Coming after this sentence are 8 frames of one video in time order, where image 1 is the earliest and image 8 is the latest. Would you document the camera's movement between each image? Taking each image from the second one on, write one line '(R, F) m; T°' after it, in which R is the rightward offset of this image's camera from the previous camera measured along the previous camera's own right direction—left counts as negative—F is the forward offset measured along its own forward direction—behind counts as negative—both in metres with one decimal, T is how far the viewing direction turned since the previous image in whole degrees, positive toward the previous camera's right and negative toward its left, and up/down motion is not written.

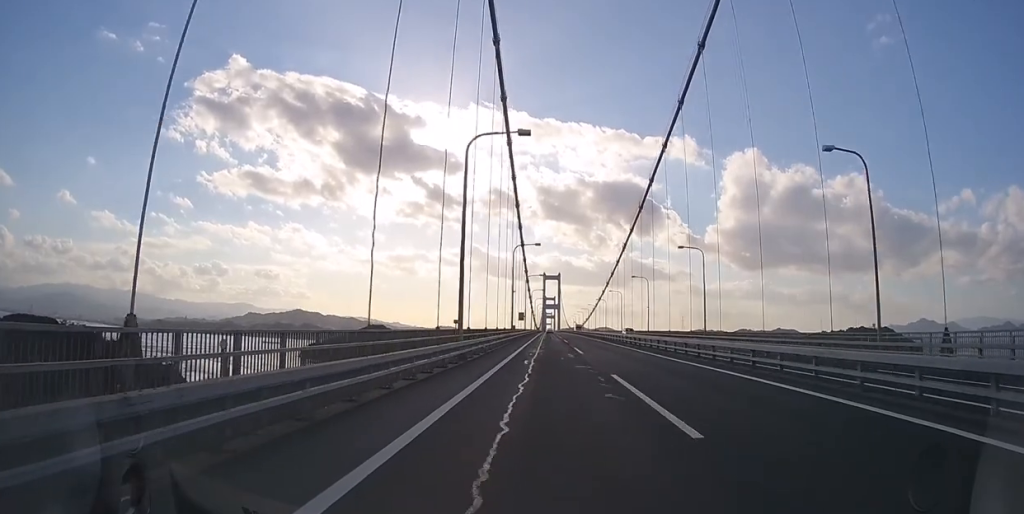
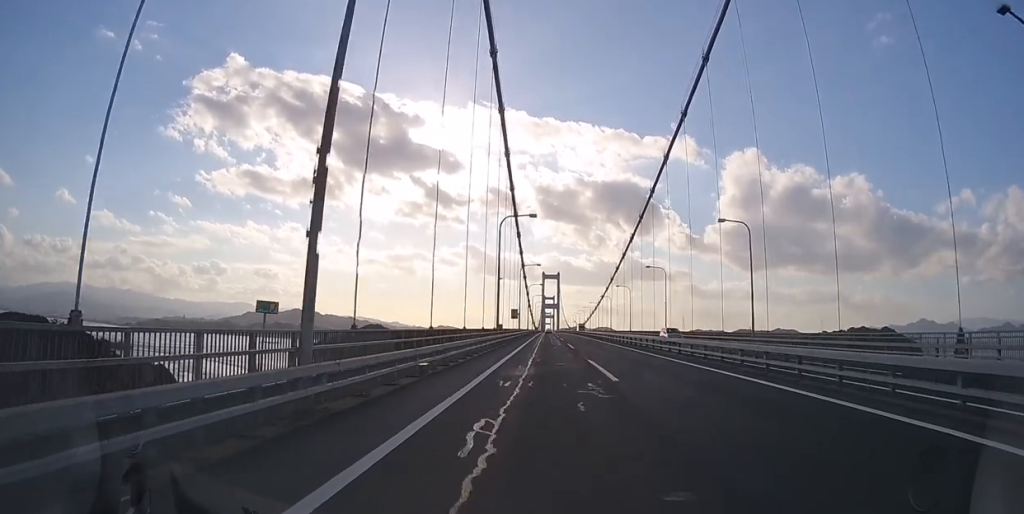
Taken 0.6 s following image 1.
(0.0, +13.4) m; 0°
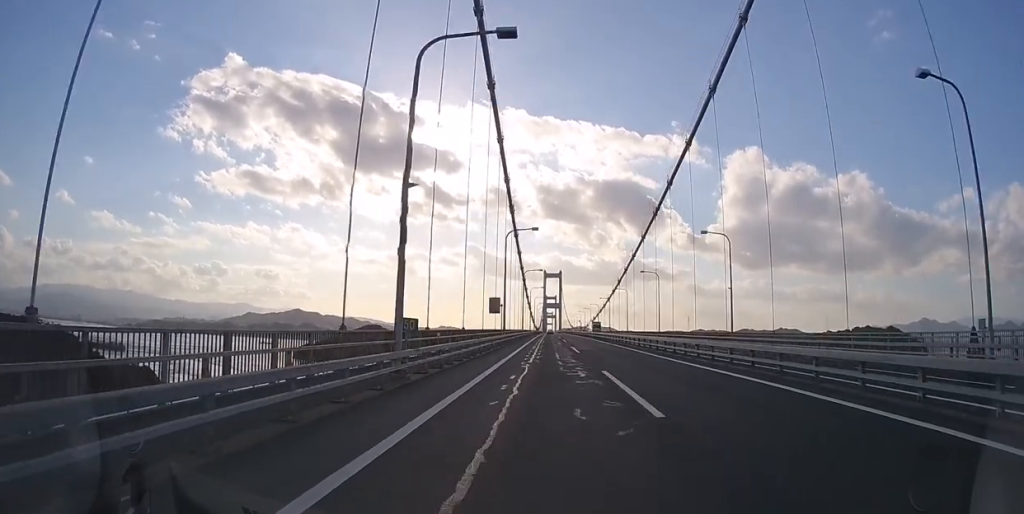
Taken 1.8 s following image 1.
(0.0, +24.6) m; 0°
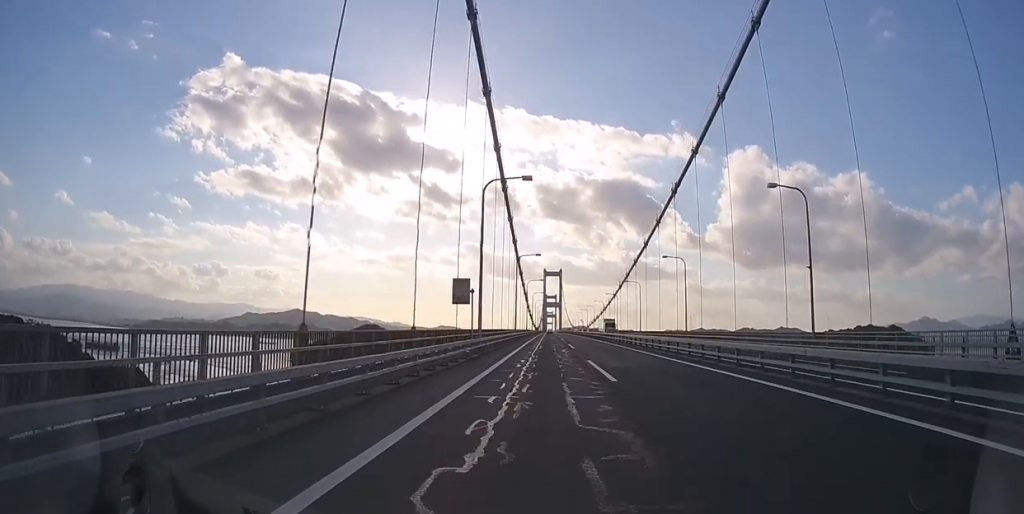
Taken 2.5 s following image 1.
(0.0, +14.8) m; 0°
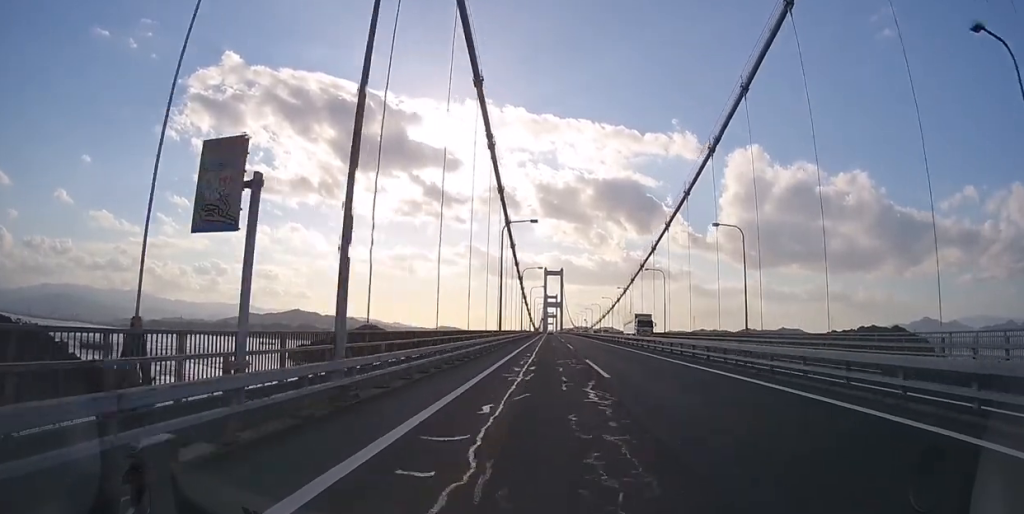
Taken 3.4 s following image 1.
(0.0, +19.0) m; 0°
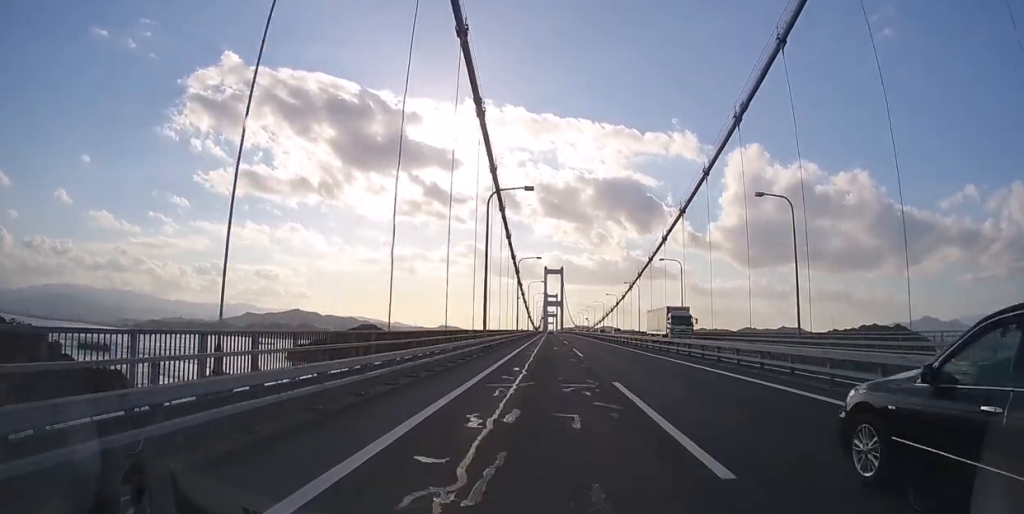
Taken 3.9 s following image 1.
(0.0, +9.9) m; 0°
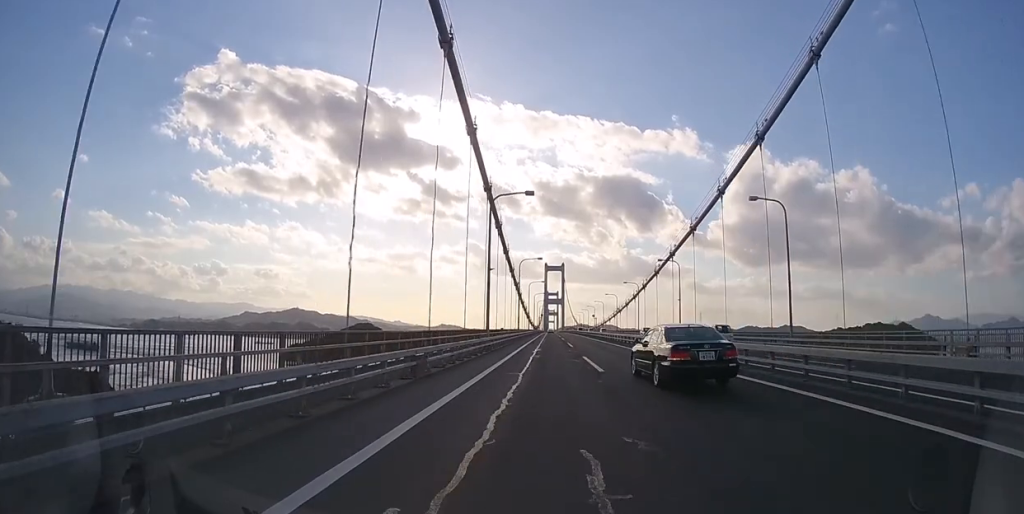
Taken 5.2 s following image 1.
(0.0, +28.9) m; 0°
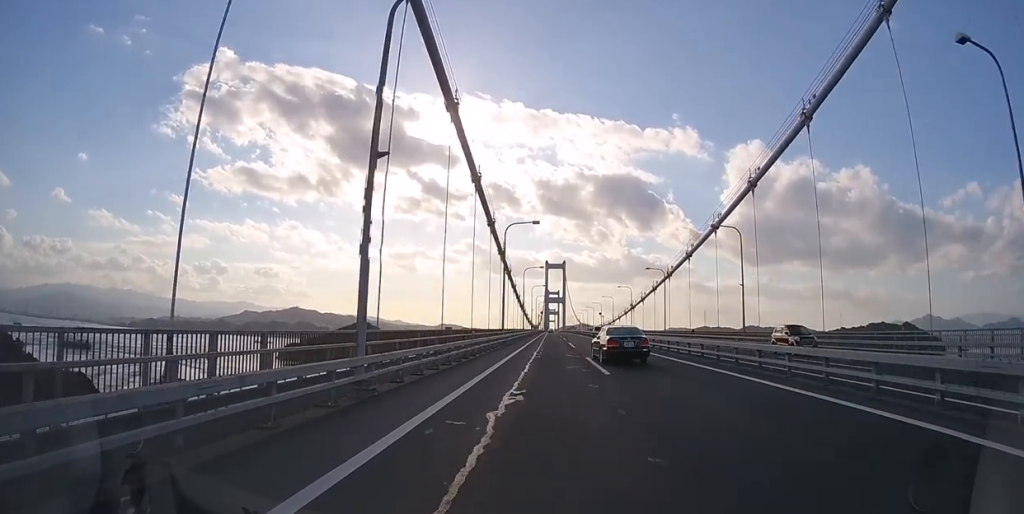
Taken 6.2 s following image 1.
(0.0, +21.1) m; 0°
